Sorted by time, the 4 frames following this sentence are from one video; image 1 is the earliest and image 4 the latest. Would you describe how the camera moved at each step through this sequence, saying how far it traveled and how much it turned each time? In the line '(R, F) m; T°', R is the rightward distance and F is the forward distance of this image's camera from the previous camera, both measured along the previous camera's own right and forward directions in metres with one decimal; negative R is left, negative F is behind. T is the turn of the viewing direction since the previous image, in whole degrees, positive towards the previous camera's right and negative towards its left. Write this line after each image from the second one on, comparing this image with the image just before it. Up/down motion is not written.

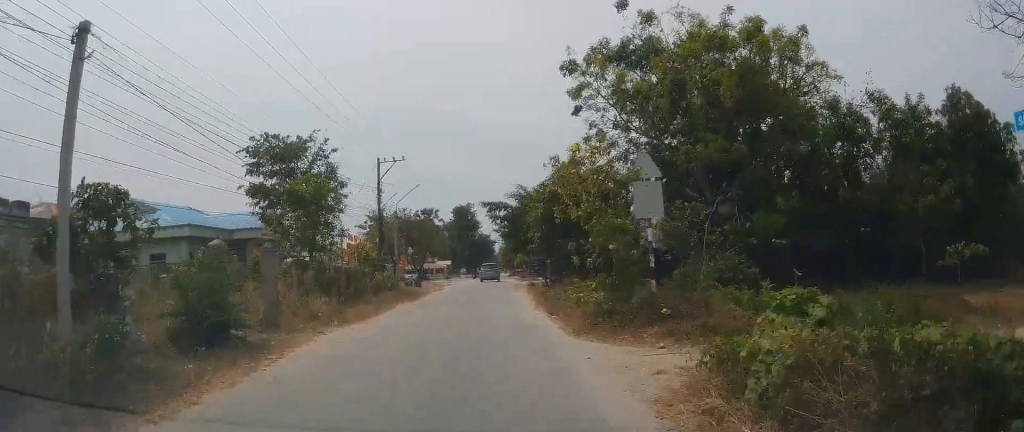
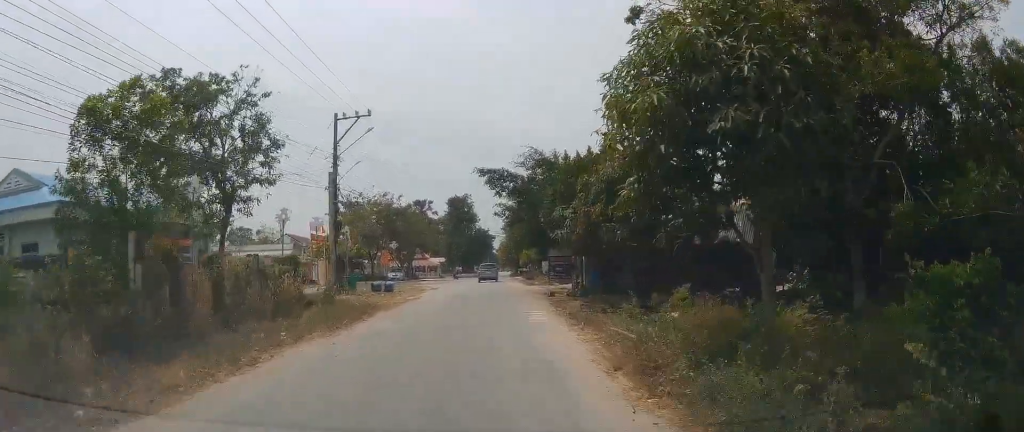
(-0.2, +13.4) m; -2°
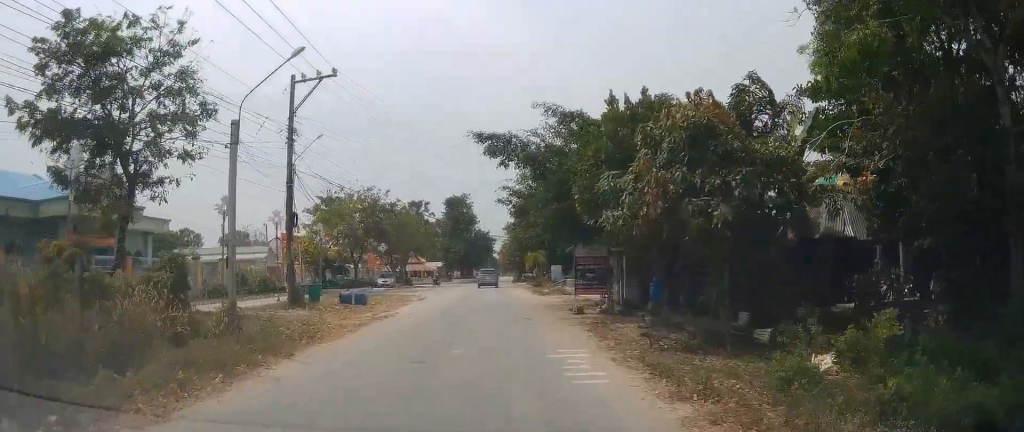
(-0.1, +8.2) m; +1°
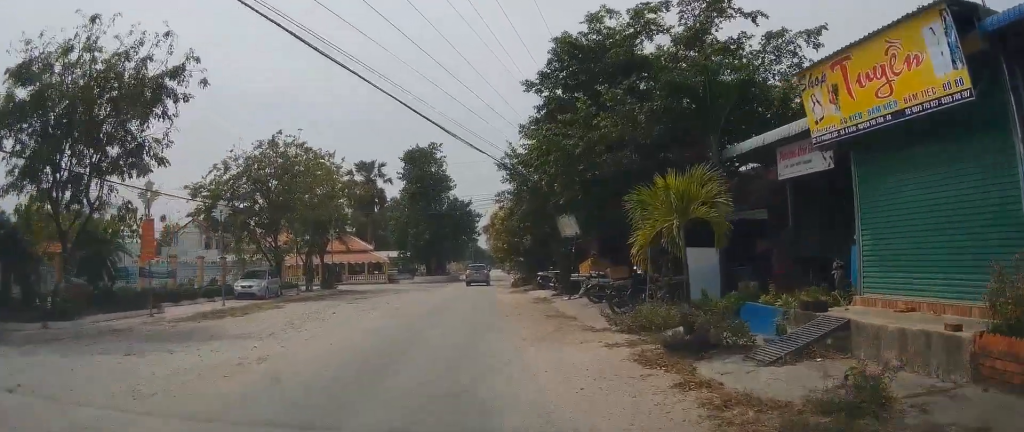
(+1.7, +39.6) m; +1°
